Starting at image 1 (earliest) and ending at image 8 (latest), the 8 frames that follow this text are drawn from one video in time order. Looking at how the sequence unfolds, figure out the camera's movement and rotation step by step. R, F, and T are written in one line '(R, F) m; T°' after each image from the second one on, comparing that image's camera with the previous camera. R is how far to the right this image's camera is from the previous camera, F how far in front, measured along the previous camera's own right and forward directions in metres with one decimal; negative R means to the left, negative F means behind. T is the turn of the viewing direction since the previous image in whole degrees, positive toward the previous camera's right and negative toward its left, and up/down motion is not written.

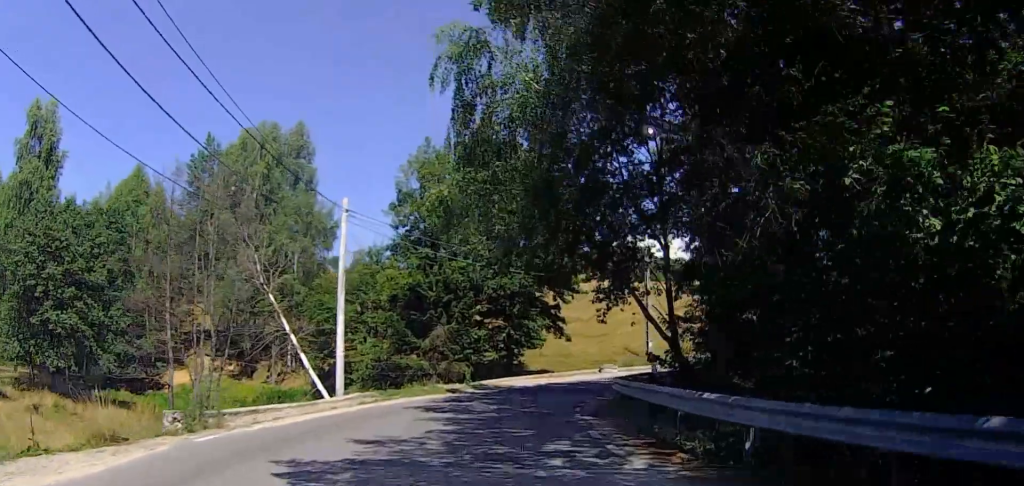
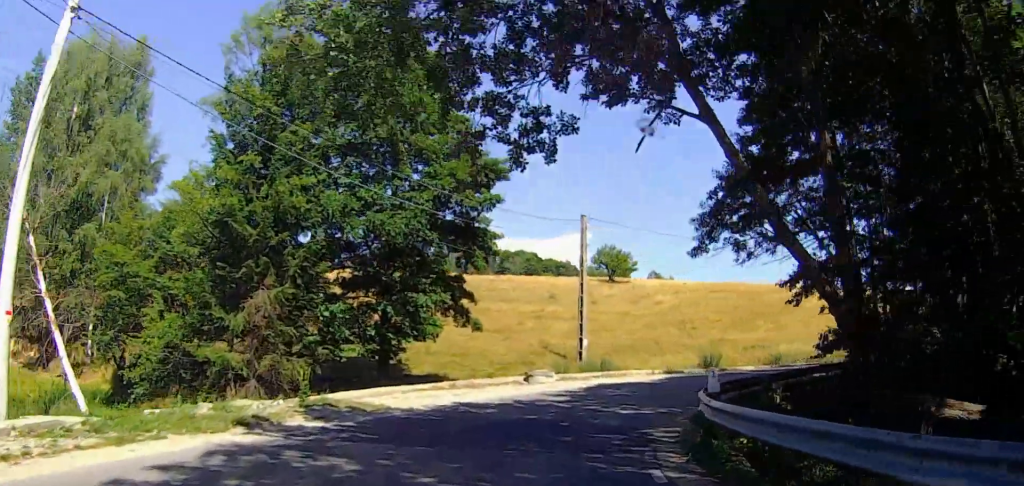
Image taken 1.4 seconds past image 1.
(+1.6, +16.4) m; +12°
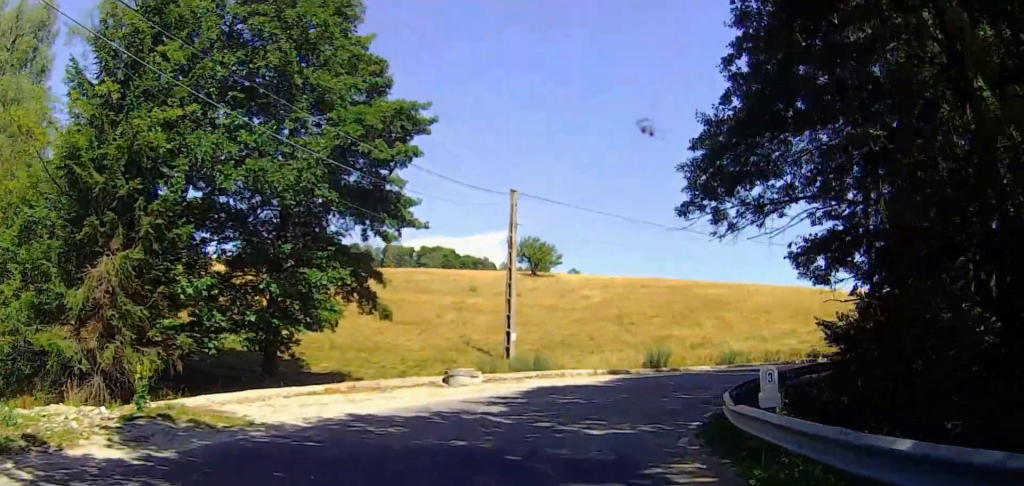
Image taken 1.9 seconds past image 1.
(-0.6, +5.8) m; +8°
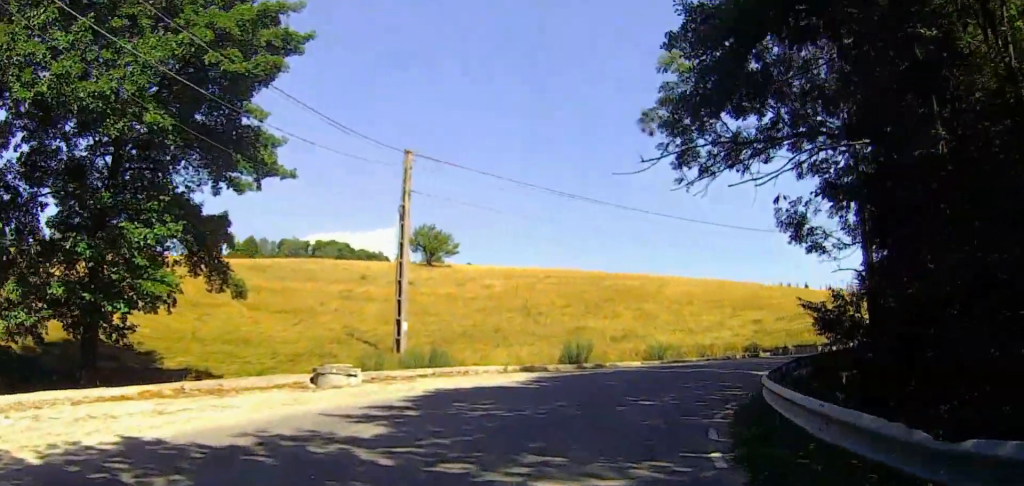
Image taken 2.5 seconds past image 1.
(+1.1, +5.4) m; +9°
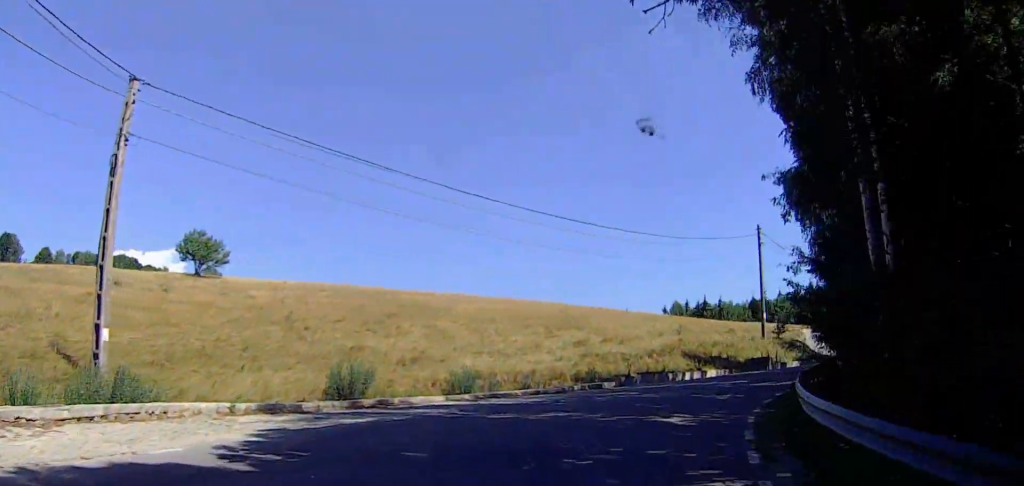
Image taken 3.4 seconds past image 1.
(+1.6, +9.3) m; +16°
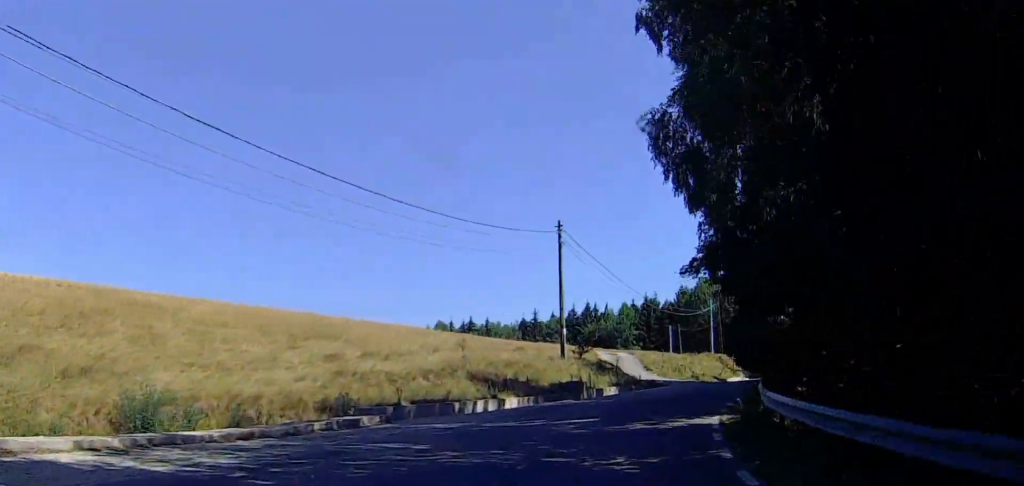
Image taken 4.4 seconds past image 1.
(+1.1, +9.7) m; +20°
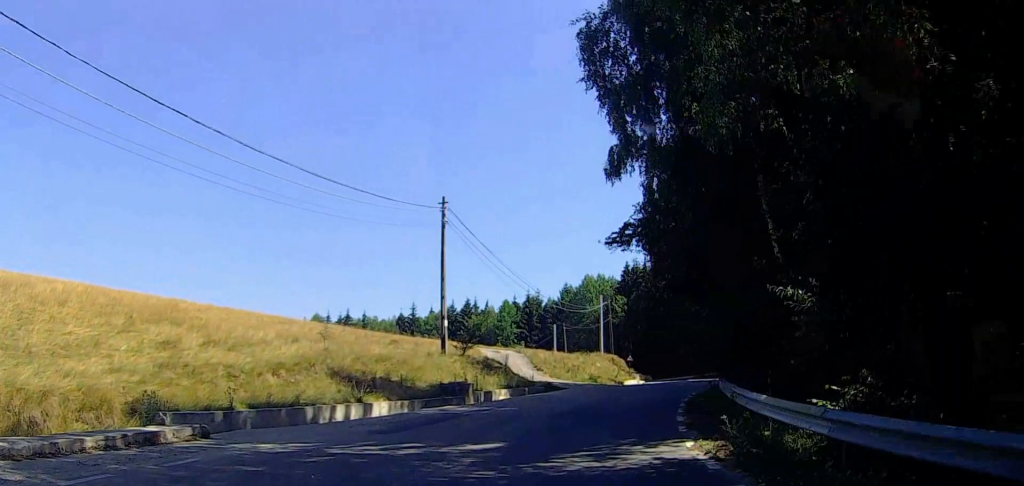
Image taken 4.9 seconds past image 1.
(+0.8, +5.4) m; +12°
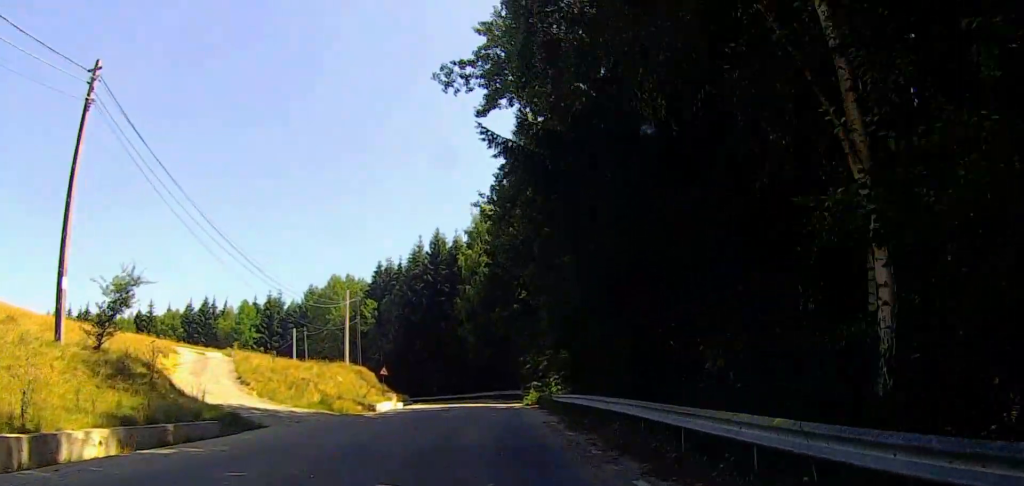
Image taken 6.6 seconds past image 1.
(+2.5, +17.2) m; +12°
